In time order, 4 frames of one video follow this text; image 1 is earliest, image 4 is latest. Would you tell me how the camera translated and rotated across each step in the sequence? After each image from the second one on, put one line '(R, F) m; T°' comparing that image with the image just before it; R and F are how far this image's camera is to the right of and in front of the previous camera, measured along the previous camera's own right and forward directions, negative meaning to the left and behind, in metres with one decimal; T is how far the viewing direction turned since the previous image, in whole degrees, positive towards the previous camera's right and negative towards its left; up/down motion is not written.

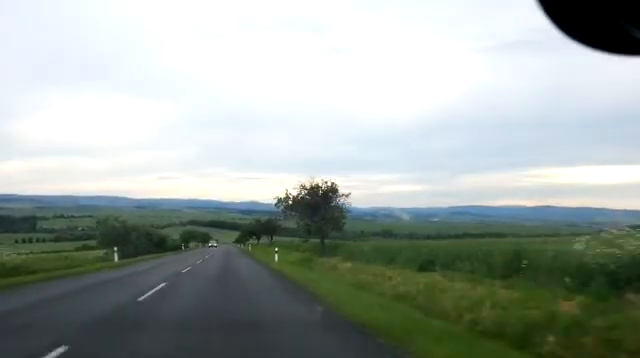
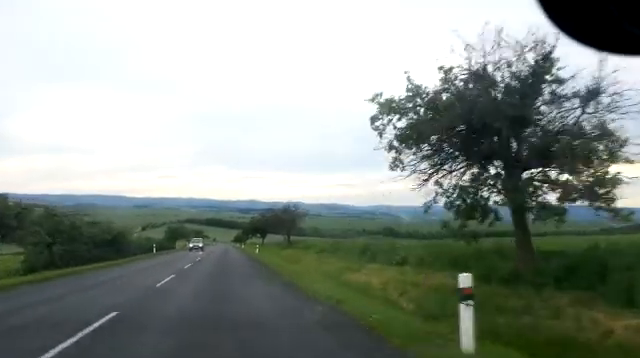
(0.0, +23.1) m; +1°
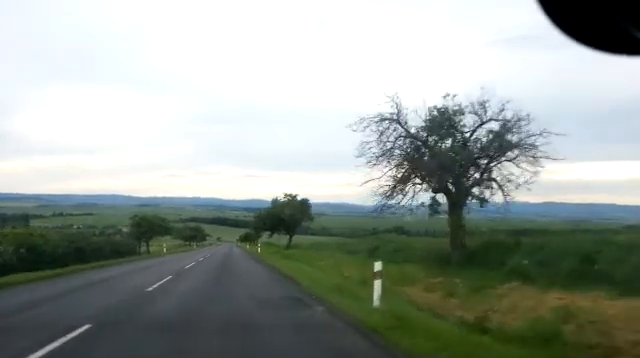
(+0.8, +36.2) m; 0°
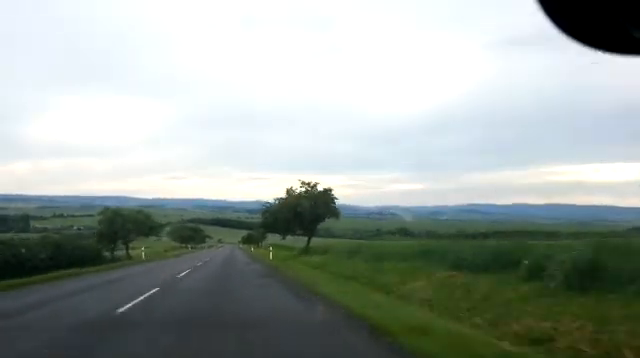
(-0.2, +12.9) m; -2°
